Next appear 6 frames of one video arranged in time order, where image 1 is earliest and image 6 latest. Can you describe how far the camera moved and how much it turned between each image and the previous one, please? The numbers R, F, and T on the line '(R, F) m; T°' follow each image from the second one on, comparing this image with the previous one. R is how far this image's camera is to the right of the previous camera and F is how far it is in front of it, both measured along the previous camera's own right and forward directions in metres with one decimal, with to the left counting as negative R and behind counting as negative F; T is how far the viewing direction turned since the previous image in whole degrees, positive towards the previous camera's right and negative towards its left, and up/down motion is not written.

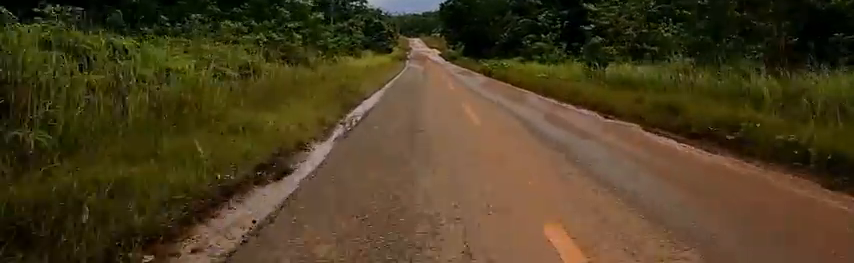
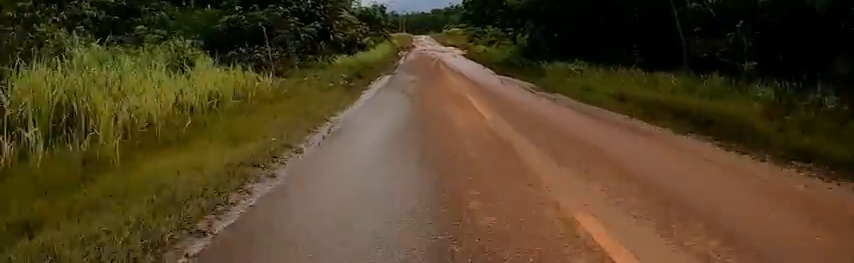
(+1.0, +41.8) m; 0°
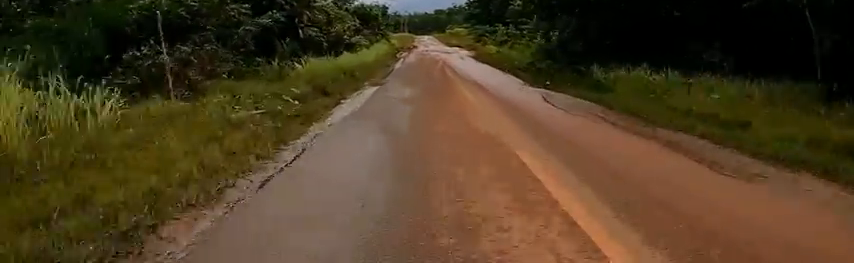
(+0.2, +5.2) m; +2°
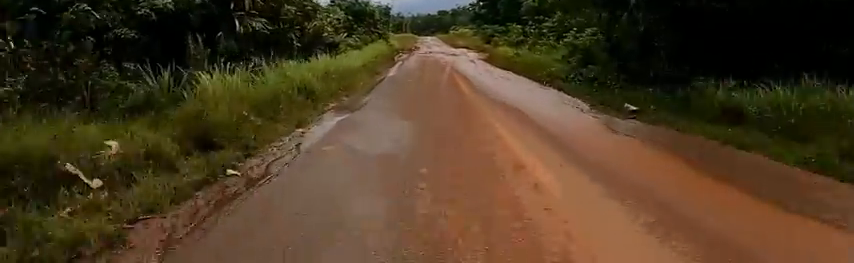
(+0.1, +5.2) m; +2°
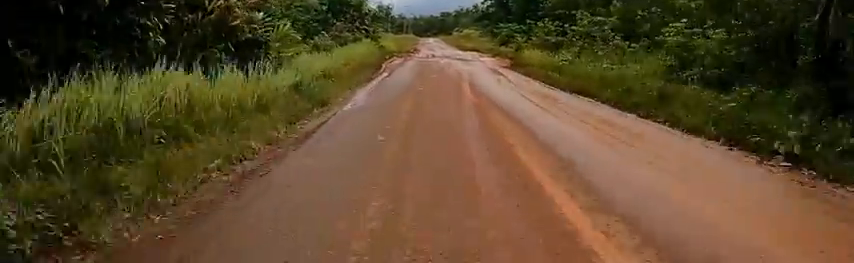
(+0.1, +7.9) m; 0°
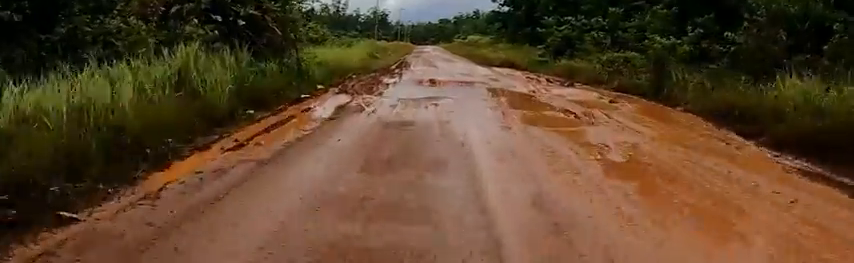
(-1.9, +15.2) m; -2°
